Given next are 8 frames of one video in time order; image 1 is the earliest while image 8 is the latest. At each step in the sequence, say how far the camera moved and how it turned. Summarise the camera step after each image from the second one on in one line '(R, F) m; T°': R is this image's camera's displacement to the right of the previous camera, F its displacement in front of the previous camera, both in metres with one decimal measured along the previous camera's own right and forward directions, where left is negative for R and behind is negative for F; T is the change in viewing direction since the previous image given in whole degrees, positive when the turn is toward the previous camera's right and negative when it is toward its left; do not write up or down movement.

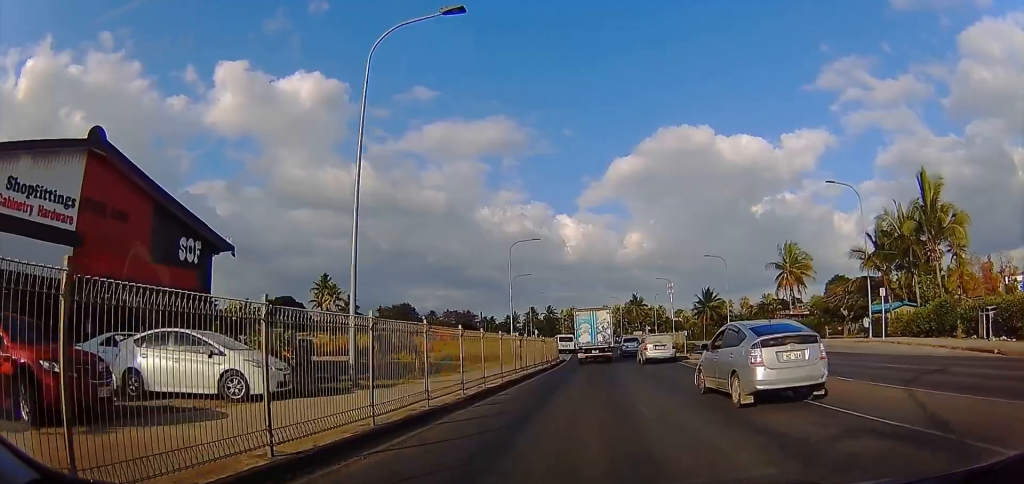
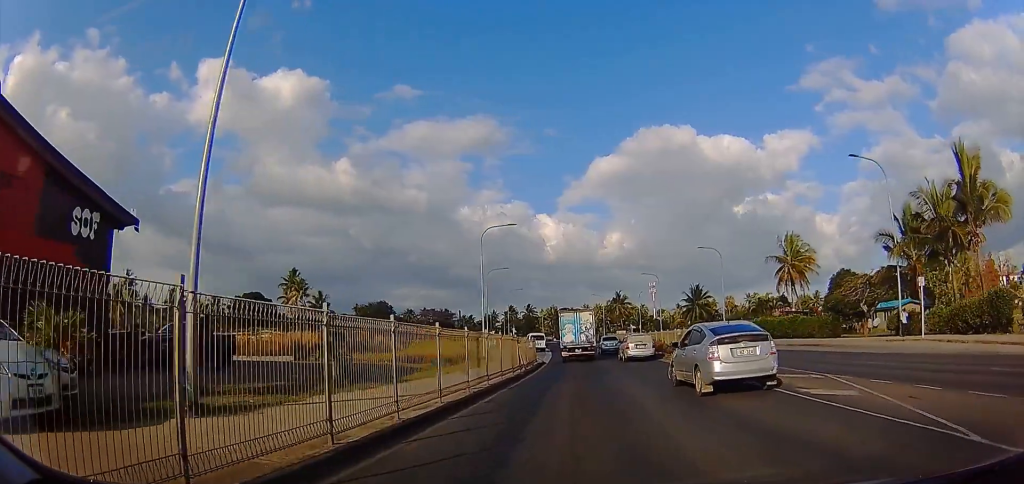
(+0.3, +6.5) m; 0°
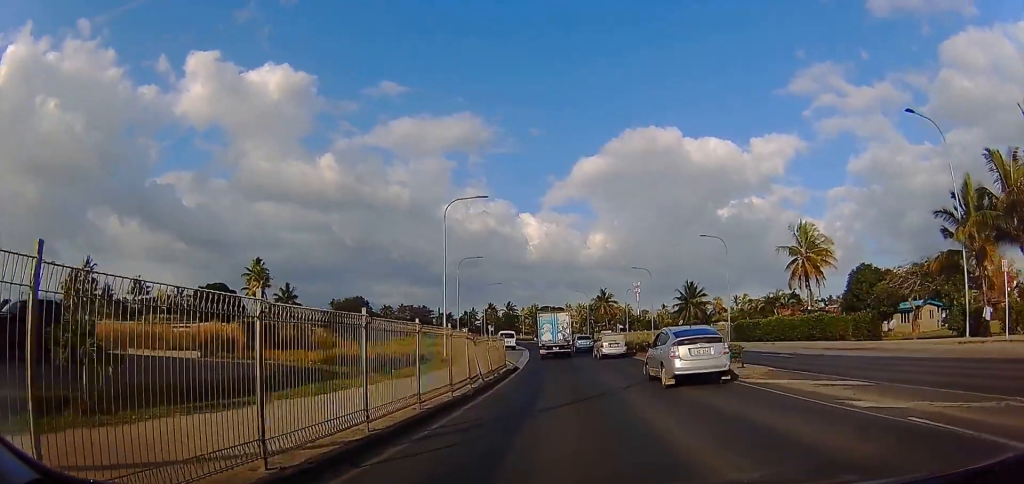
(0.0, +8.7) m; 0°
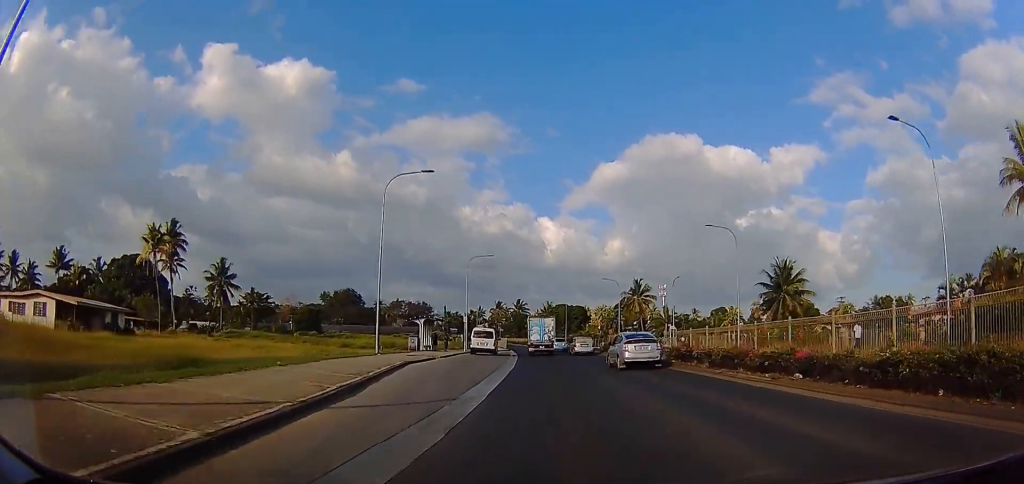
(-0.1, +34.1) m; -1°
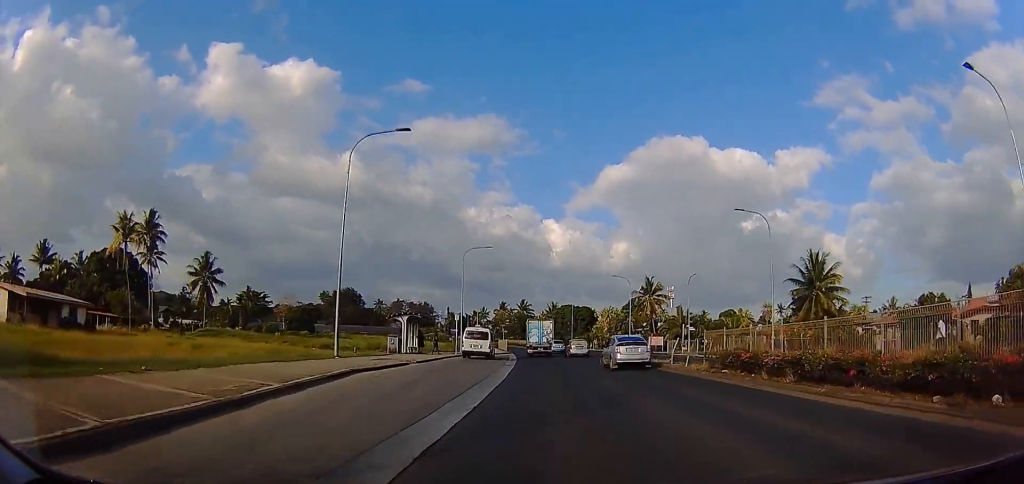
(-0.1, +7.0) m; 0°
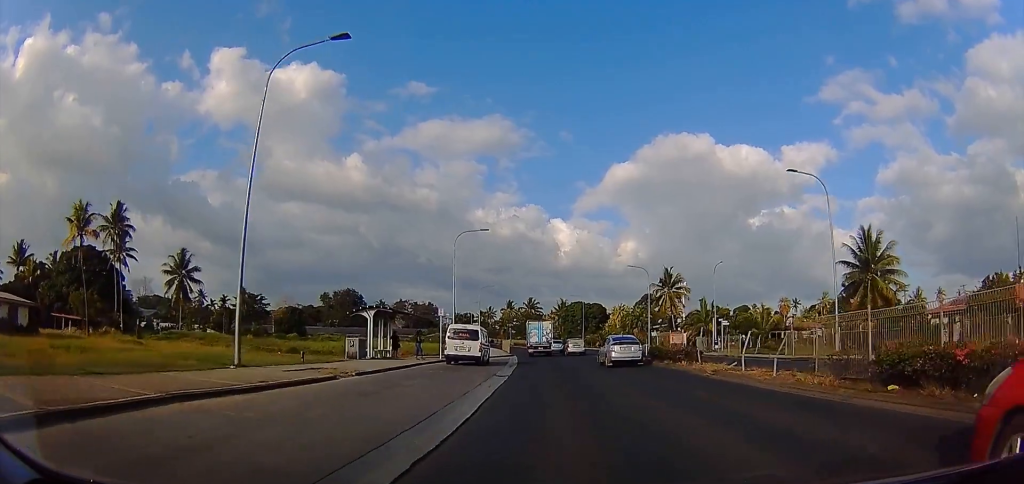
(+0.1, +9.5) m; -1°
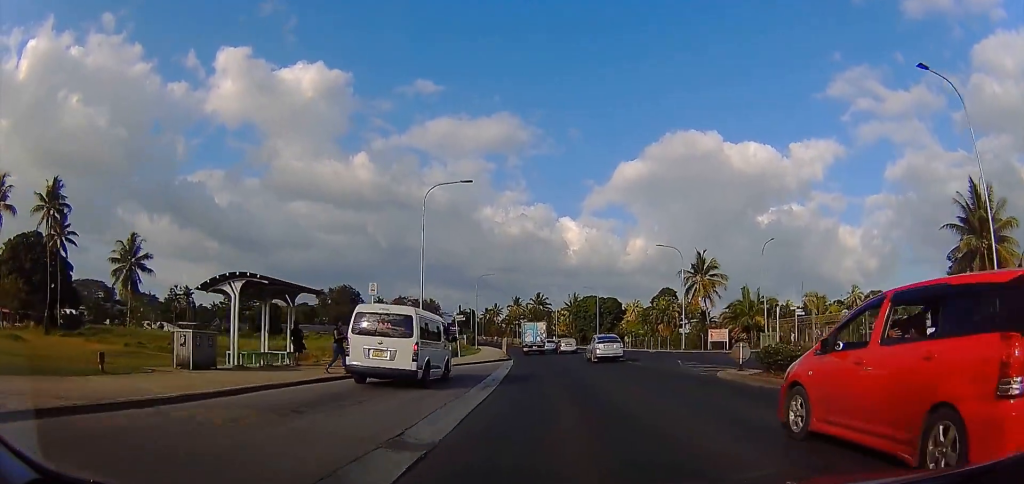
(-0.4, +15.0) m; -3°
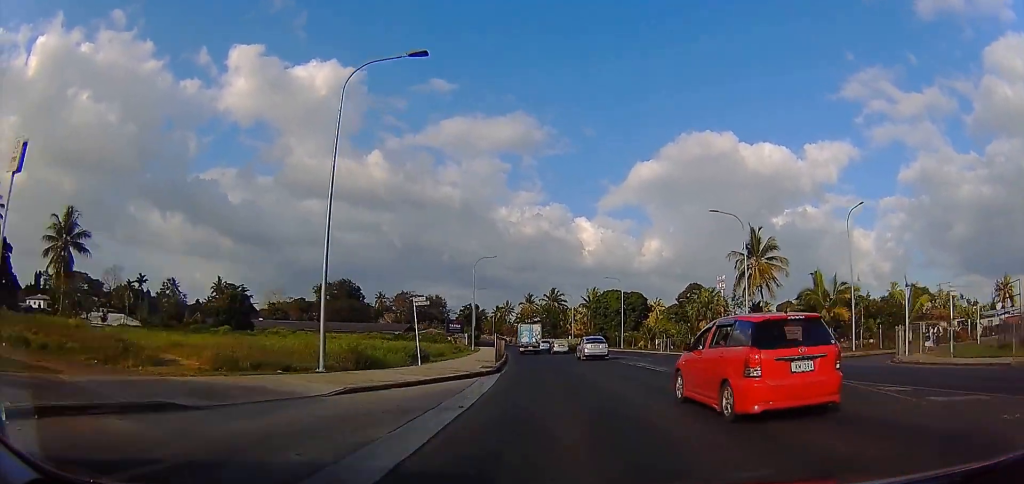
(-0.4, +16.1) m; -2°
